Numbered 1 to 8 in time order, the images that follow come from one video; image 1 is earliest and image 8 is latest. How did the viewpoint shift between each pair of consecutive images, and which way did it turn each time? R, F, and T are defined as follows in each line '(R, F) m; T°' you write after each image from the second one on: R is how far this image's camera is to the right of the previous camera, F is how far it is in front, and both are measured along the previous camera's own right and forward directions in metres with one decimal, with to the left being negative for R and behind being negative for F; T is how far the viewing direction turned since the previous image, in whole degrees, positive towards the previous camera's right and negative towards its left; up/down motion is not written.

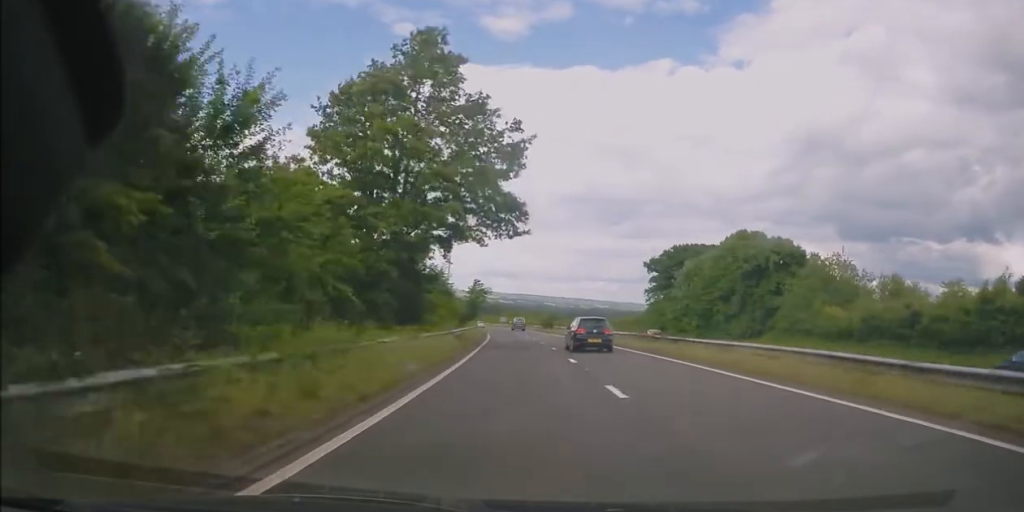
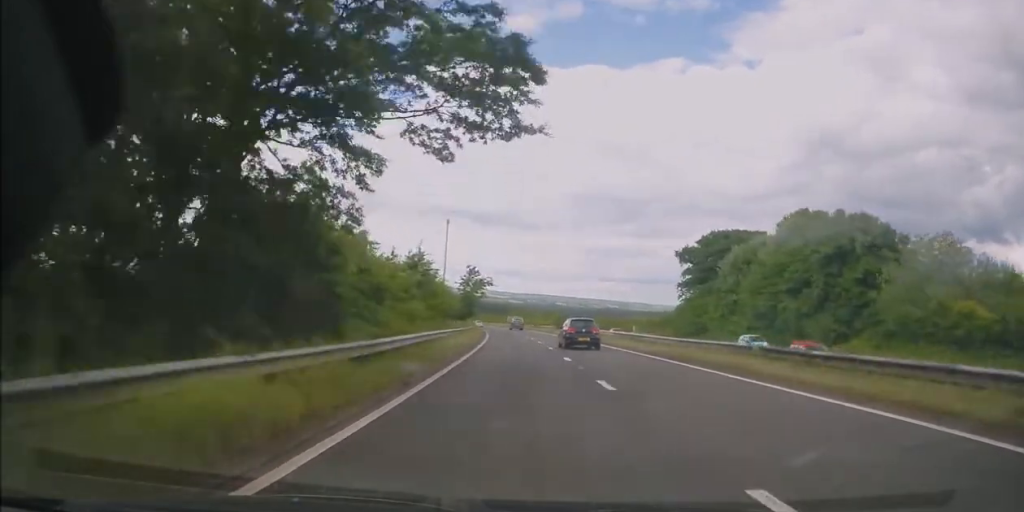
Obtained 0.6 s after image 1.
(0.0, +16.2) m; -1°
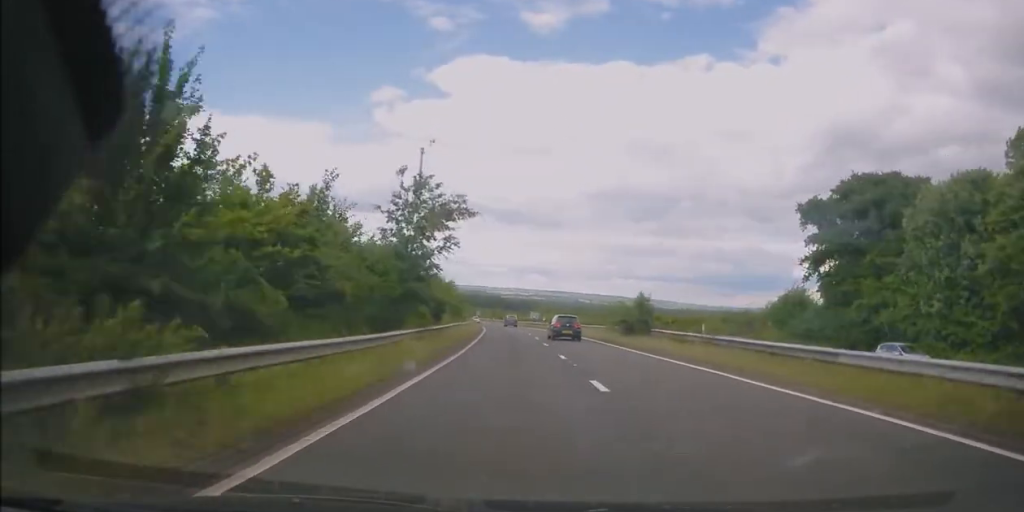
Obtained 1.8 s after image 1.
(-0.9, +35.0) m; -2°
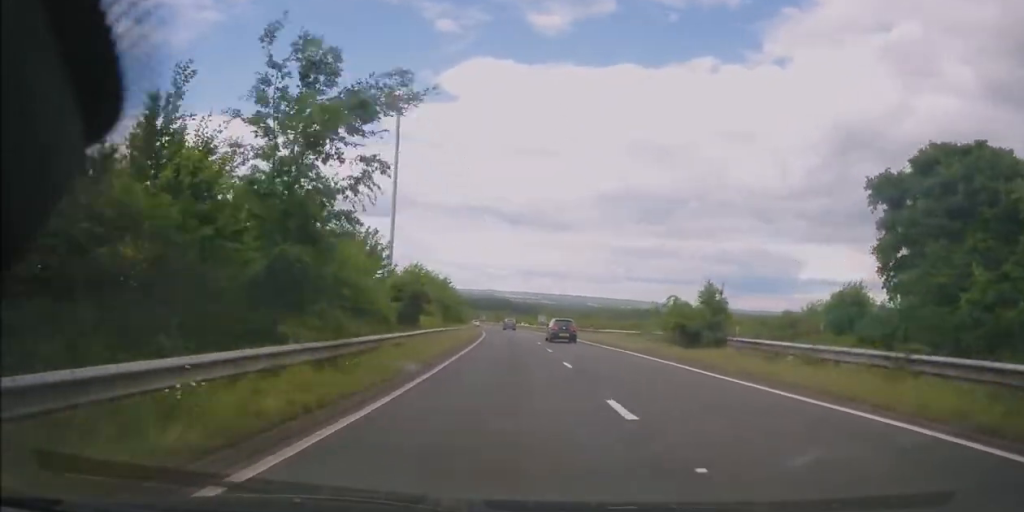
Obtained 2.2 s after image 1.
(0.0, +11.3) m; -1°
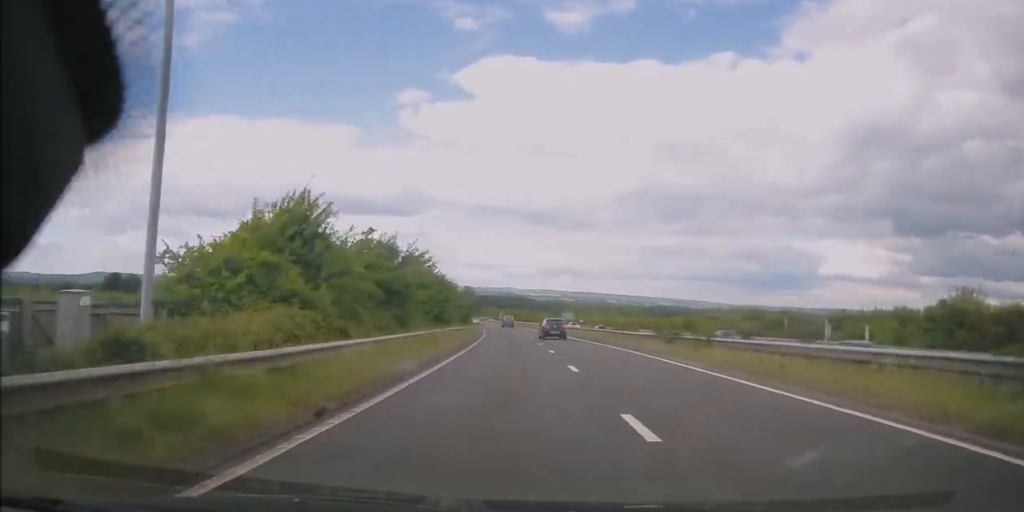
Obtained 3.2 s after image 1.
(-0.3, +27.4) m; -2°
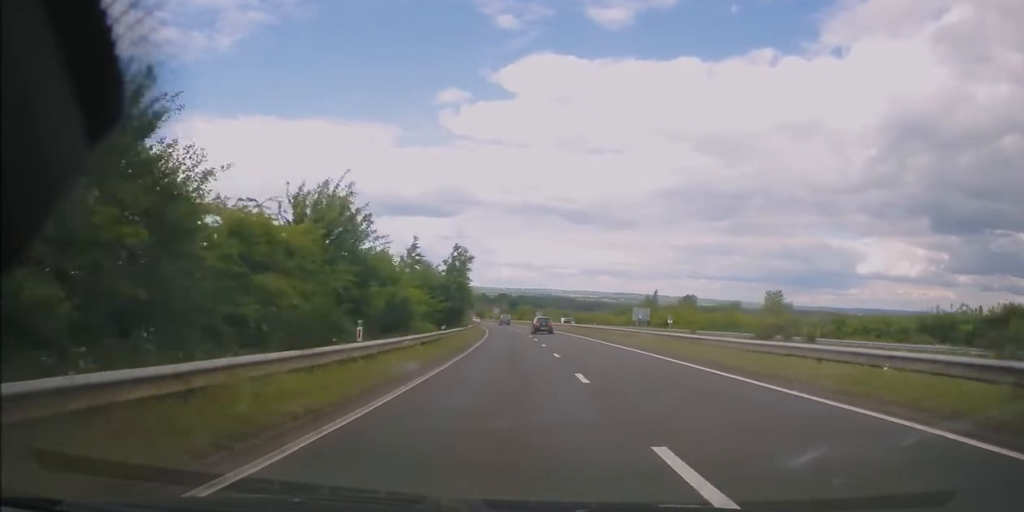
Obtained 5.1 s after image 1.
(-2.2, +53.8) m; -4°
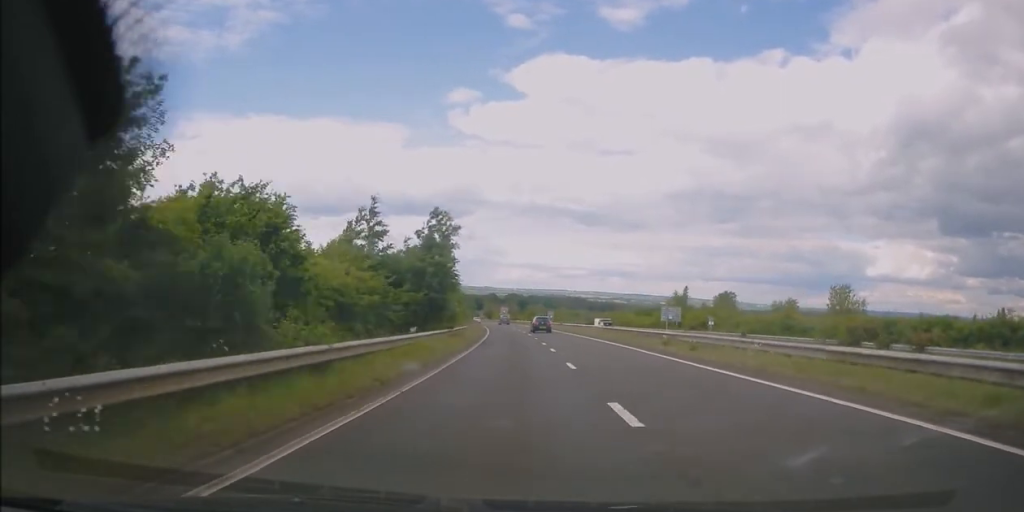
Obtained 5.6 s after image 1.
(0.0, +14.1) m; -1°
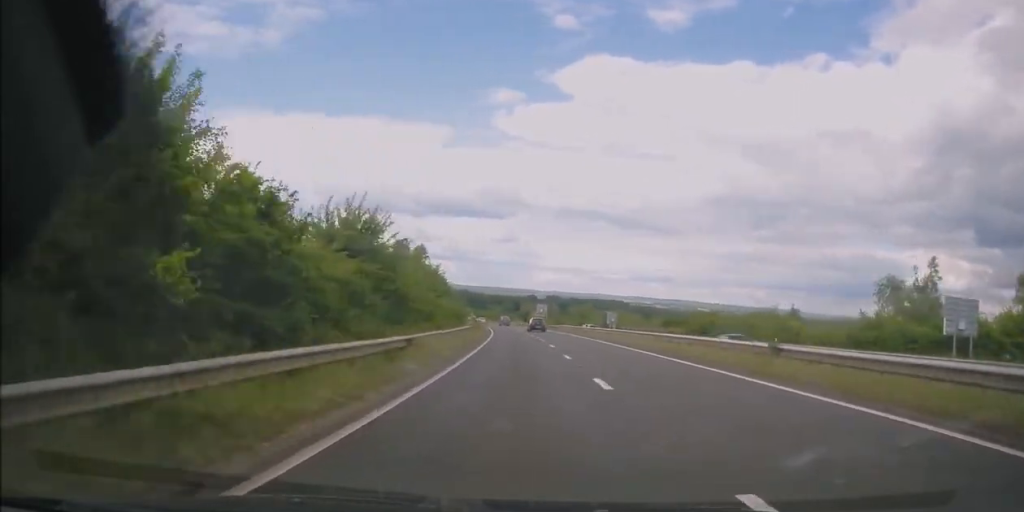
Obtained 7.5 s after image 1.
(-1.9, +54.1) m; -4°
